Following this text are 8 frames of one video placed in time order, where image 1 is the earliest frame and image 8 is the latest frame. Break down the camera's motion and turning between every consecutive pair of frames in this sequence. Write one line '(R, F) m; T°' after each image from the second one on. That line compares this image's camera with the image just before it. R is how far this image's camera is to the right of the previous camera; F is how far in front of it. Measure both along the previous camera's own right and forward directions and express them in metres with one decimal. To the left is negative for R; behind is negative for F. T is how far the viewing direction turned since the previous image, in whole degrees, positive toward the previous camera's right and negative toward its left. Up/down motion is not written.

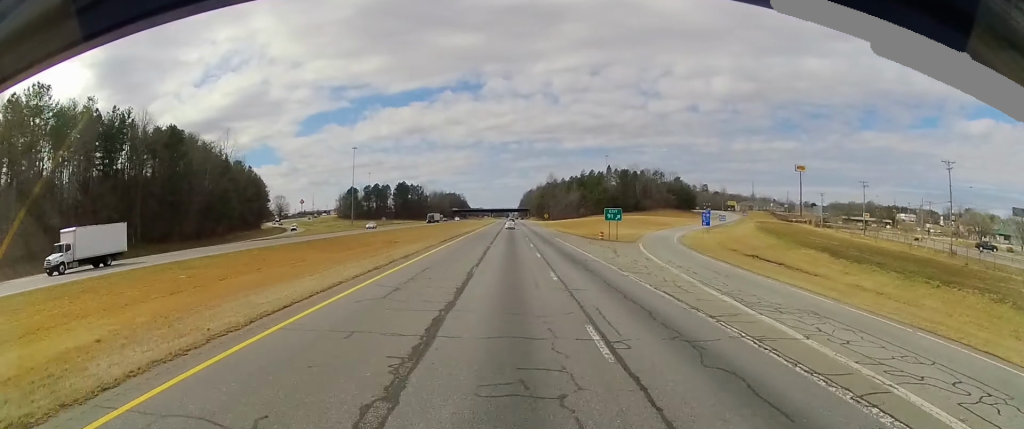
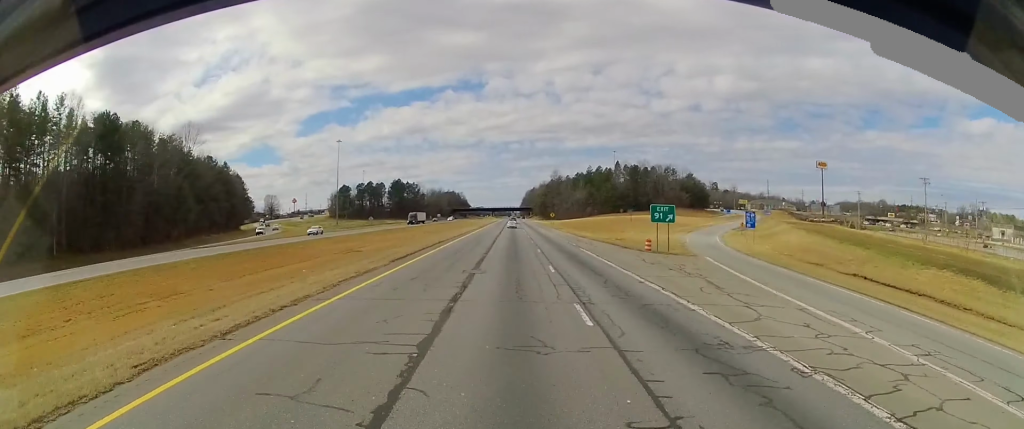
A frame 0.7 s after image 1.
(0.0, +21.2) m; 0°
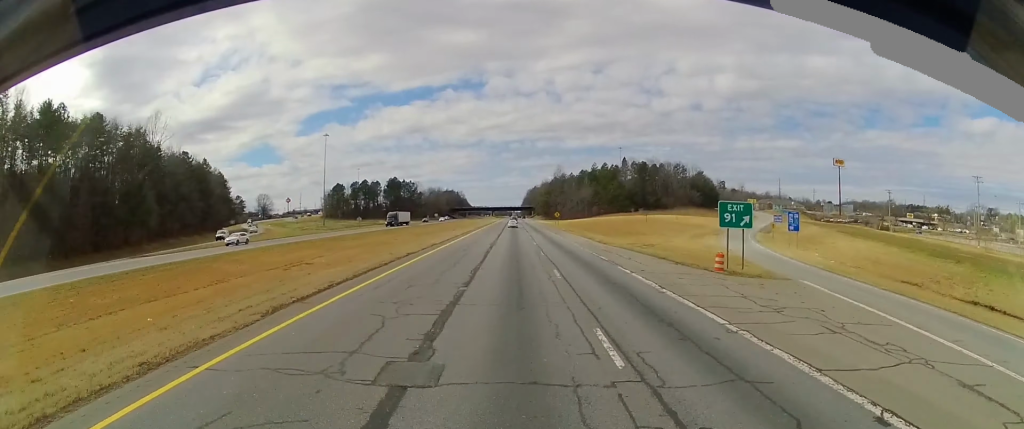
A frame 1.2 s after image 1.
(-0.1, +15.1) m; 0°
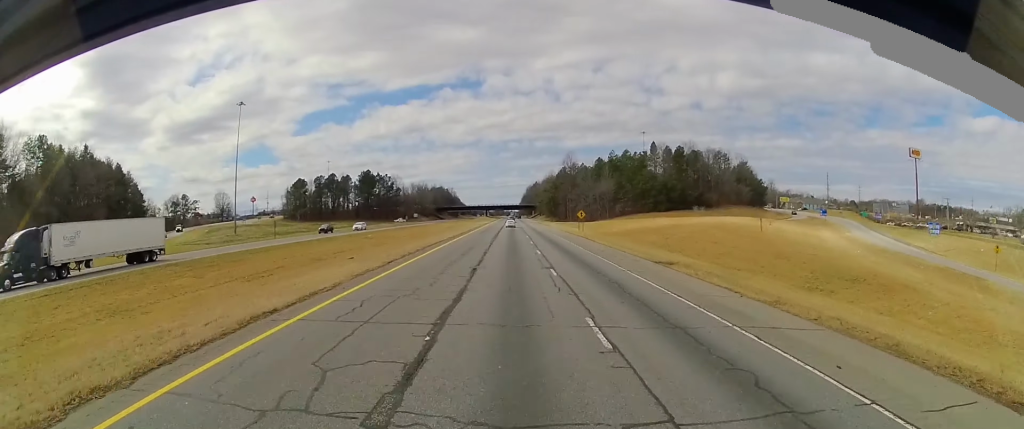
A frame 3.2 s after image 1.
(-0.6, +59.8) m; 0°
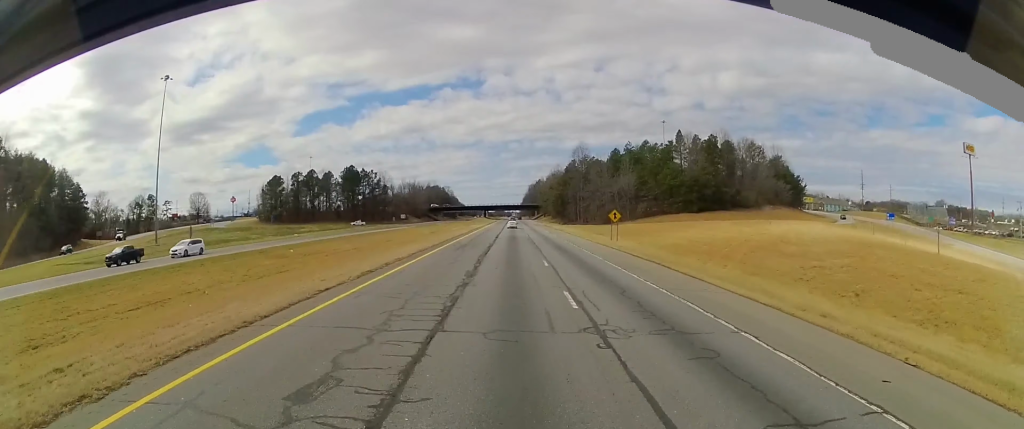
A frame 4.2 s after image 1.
(+0.4, +31.7) m; +1°
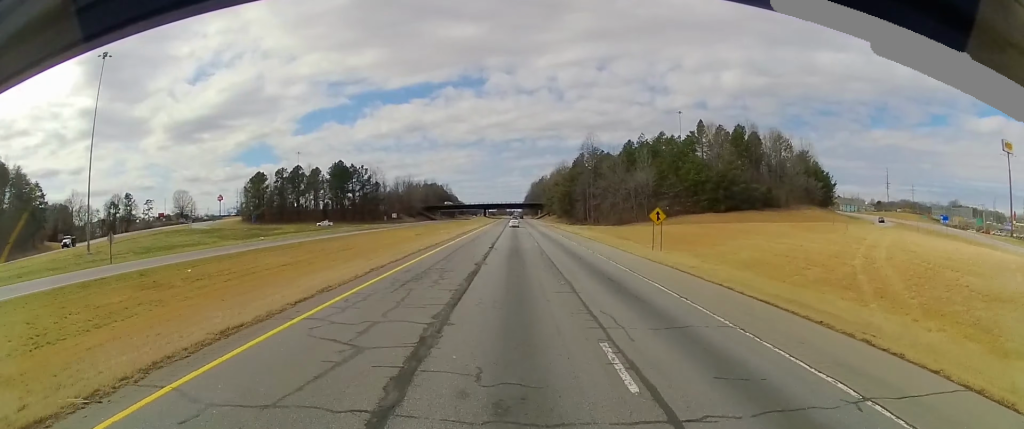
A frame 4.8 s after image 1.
(0.0, +19.6) m; 0°
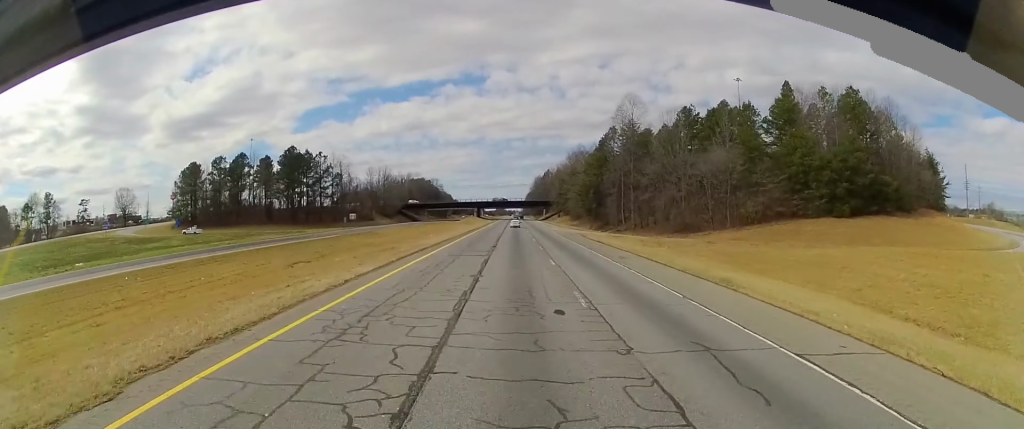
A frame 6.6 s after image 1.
(-0.1, +53.6) m; 0°
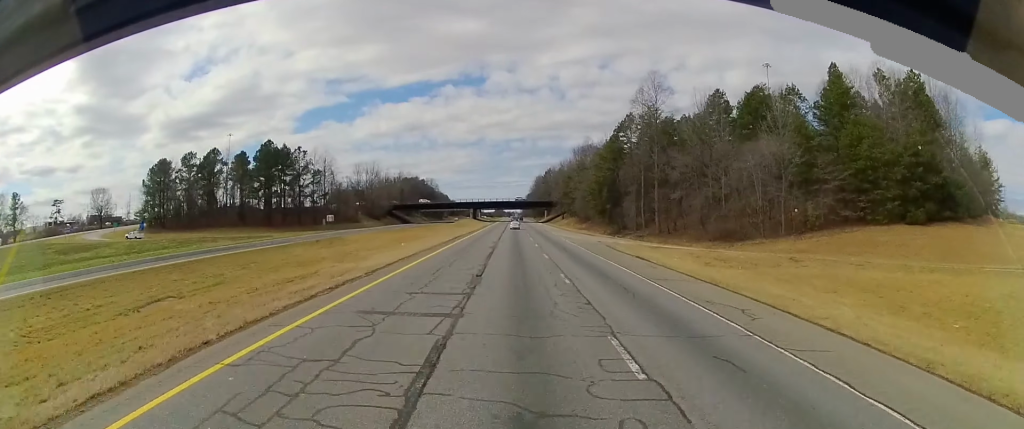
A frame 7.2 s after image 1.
(0.0, +18.5) m; 0°
